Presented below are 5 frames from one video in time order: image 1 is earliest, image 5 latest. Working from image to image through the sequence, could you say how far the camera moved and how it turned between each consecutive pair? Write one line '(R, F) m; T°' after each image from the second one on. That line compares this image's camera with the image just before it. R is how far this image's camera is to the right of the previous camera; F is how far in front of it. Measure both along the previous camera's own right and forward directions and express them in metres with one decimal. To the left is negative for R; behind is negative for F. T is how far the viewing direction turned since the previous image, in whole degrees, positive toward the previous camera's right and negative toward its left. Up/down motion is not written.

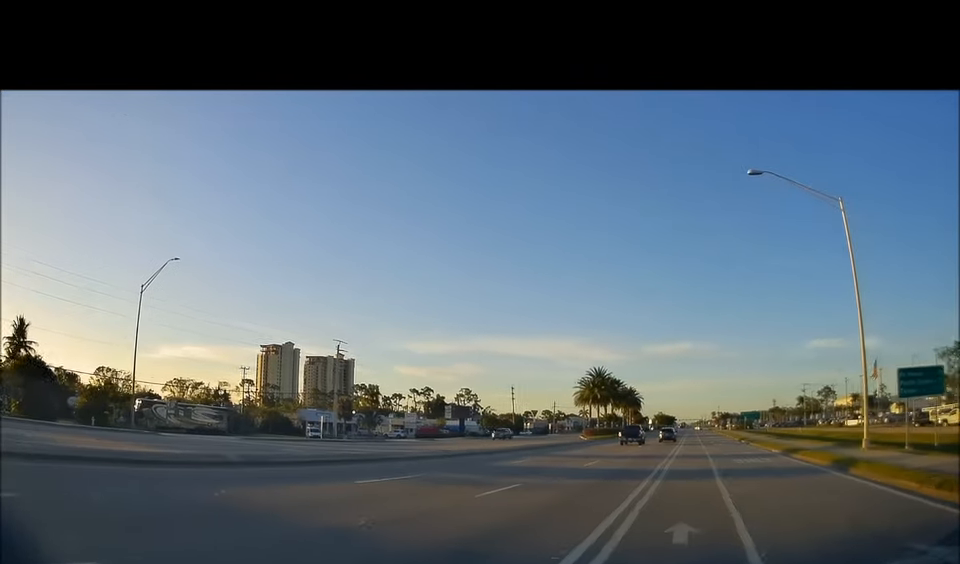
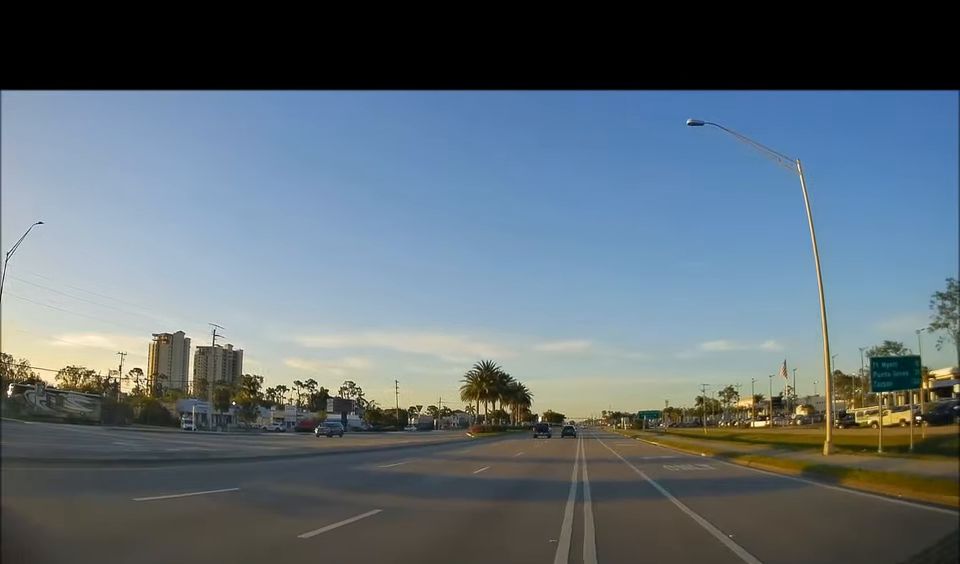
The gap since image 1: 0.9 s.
(+0.8, +5.3) m; +7°
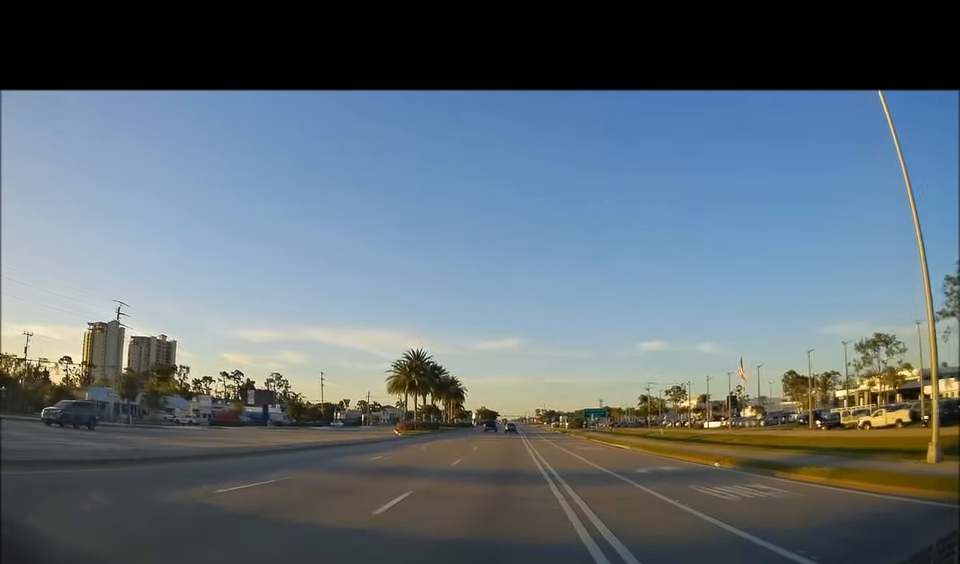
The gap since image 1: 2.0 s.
(+0.1, +8.7) m; +3°
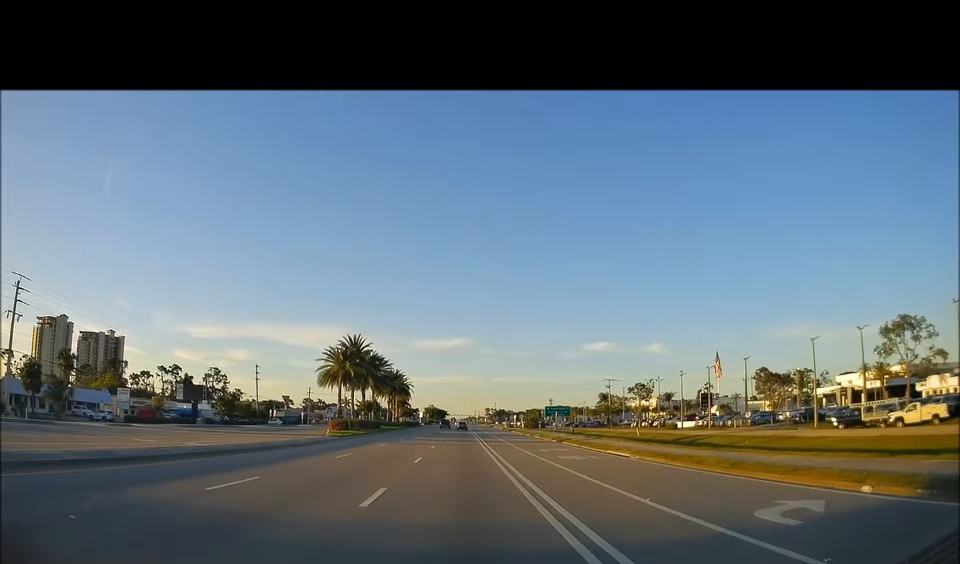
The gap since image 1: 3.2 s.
(+0.5, +10.9) m; +4°
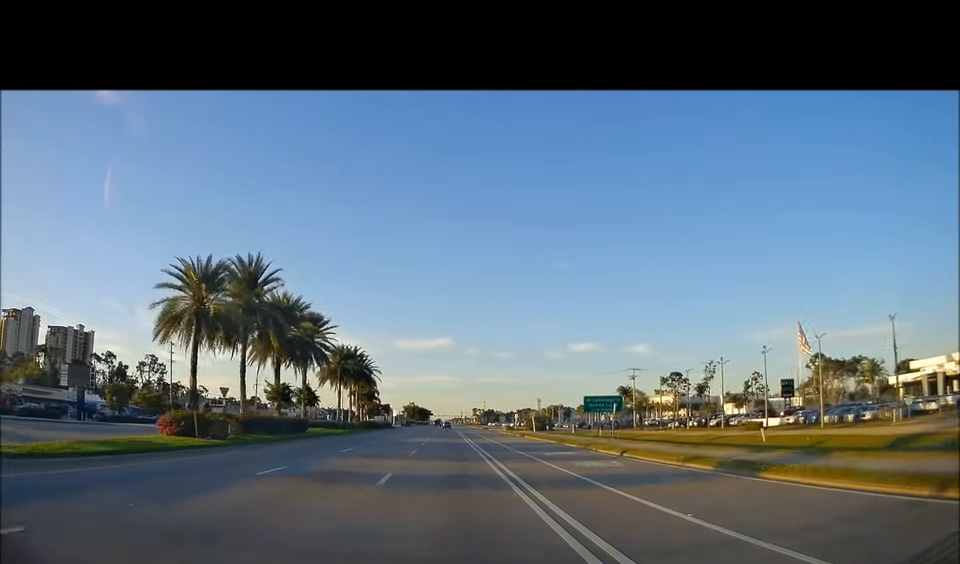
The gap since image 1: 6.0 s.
(0.0, +33.1) m; -2°
